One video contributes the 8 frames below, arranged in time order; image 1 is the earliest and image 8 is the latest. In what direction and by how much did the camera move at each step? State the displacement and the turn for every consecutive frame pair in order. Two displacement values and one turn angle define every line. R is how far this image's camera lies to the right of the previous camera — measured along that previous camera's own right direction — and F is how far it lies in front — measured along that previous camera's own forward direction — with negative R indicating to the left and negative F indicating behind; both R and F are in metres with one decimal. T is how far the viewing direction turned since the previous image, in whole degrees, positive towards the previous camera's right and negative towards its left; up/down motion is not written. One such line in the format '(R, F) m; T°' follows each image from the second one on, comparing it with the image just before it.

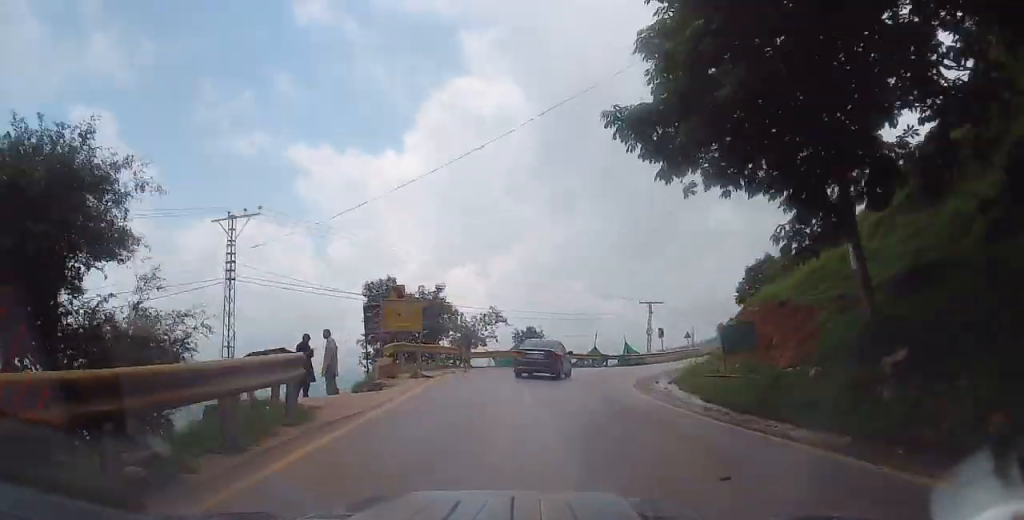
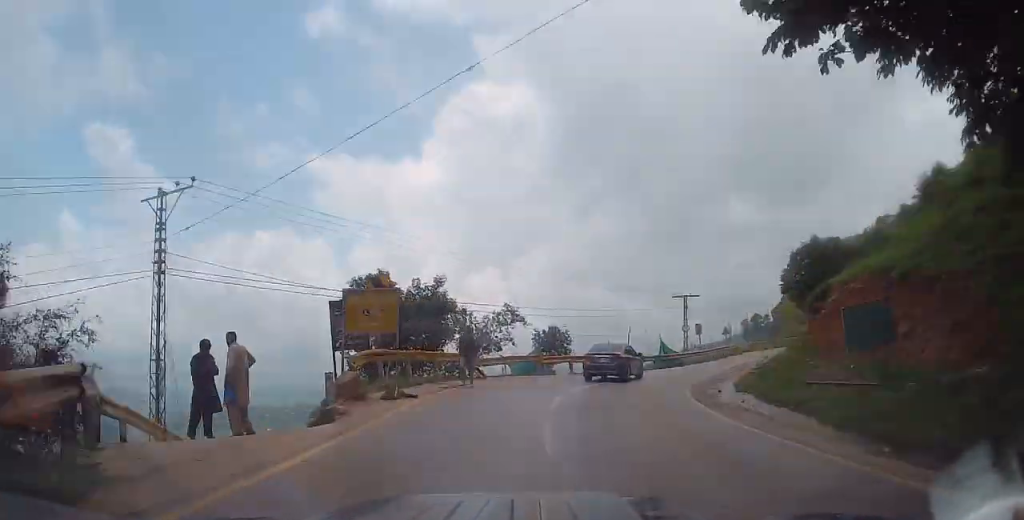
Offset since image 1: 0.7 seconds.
(-0.2, +5.7) m; -2°
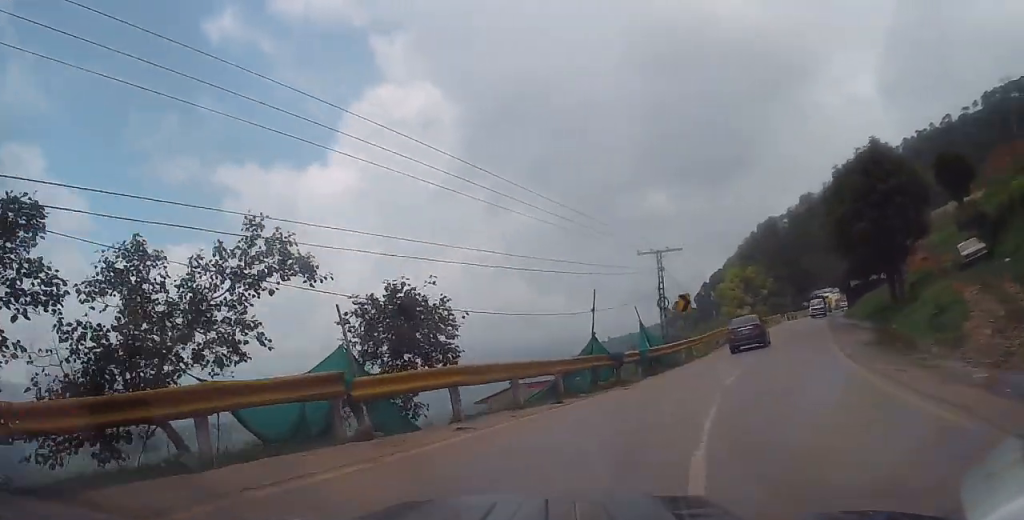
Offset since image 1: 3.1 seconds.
(+1.1, +20.7) m; +12°
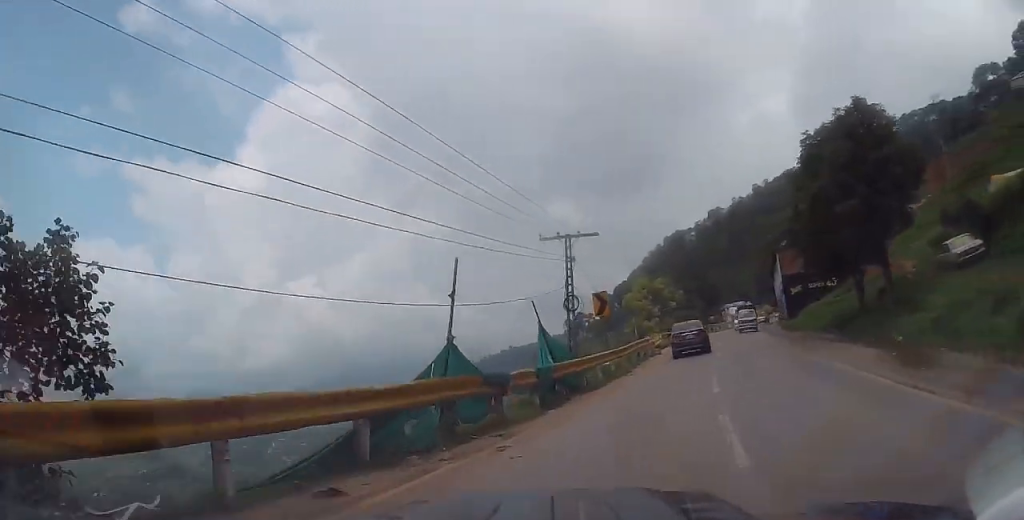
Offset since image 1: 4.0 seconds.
(+0.5, +7.8) m; +7°
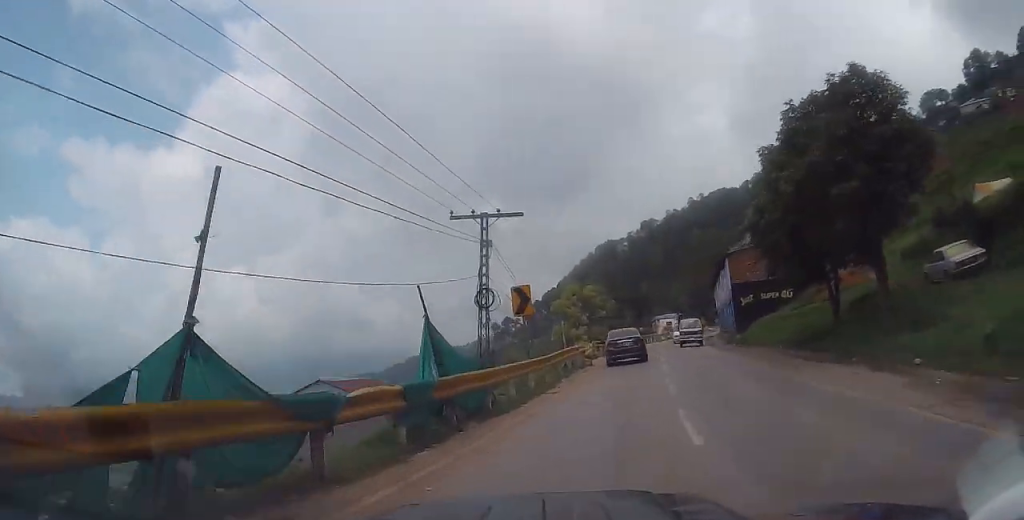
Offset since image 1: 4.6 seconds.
(0.0, +4.9) m; +4°
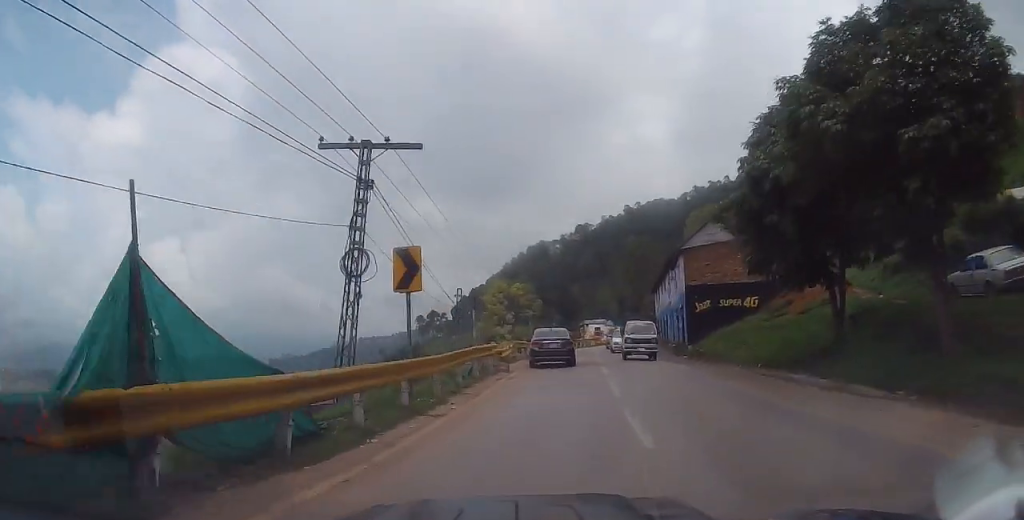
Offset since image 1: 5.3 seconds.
(+0.4, +6.4) m; +6°
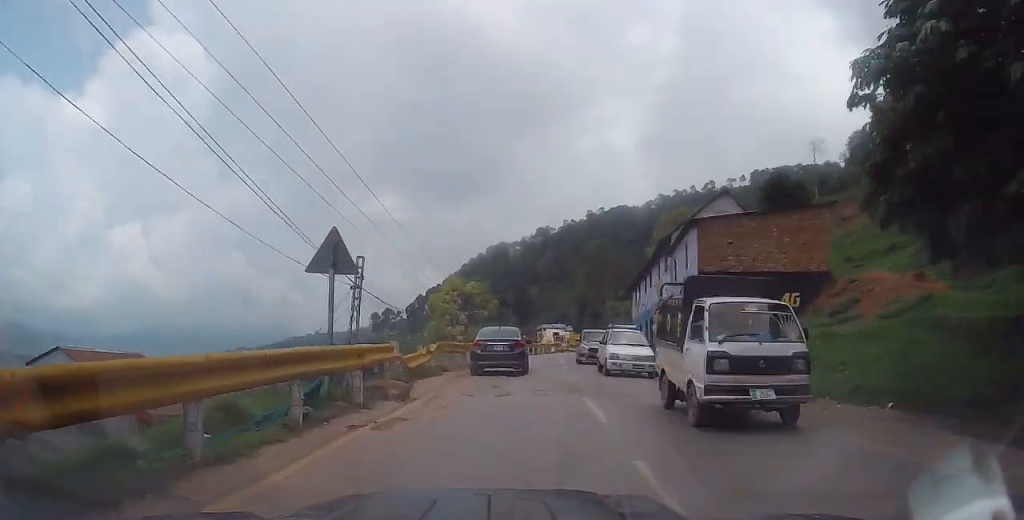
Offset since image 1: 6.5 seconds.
(+0.9, +10.2) m; +4°
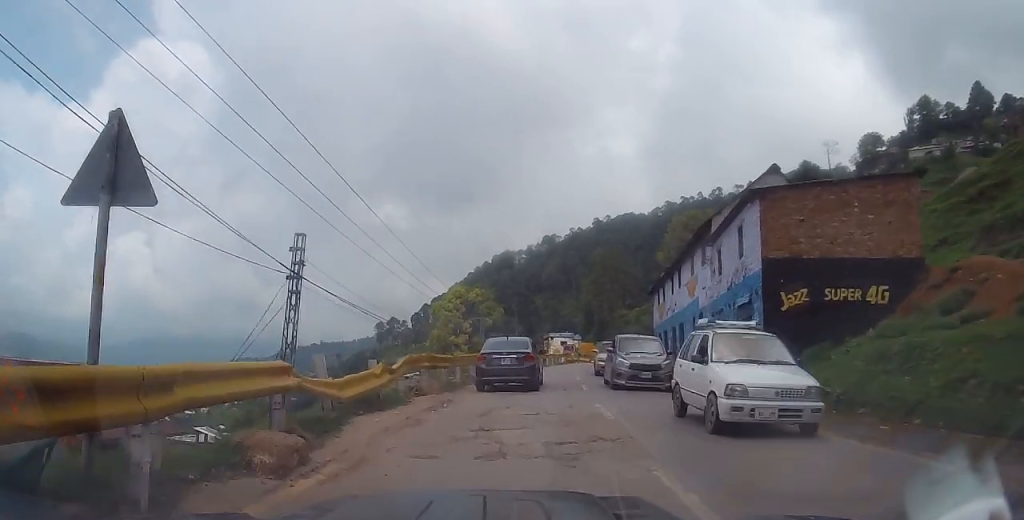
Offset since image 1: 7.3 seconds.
(-0.3, +5.3) m; -4°
